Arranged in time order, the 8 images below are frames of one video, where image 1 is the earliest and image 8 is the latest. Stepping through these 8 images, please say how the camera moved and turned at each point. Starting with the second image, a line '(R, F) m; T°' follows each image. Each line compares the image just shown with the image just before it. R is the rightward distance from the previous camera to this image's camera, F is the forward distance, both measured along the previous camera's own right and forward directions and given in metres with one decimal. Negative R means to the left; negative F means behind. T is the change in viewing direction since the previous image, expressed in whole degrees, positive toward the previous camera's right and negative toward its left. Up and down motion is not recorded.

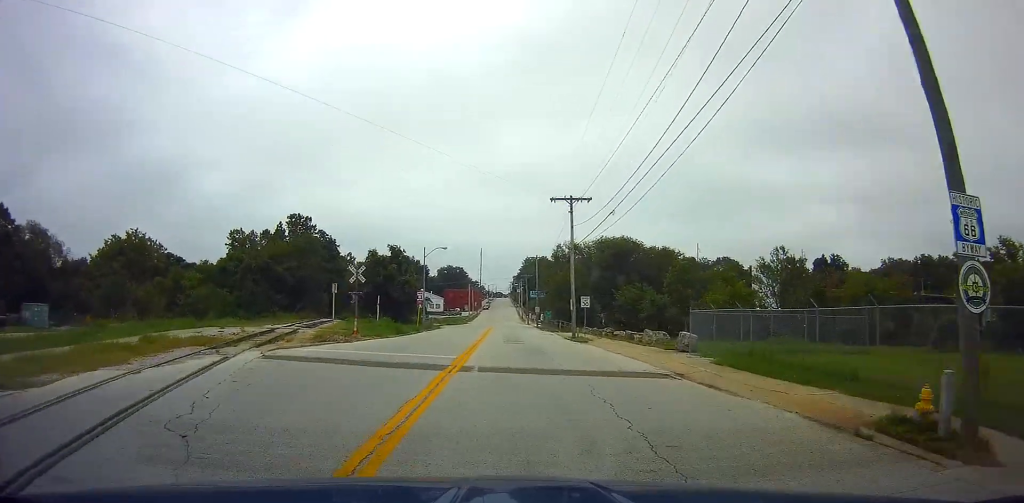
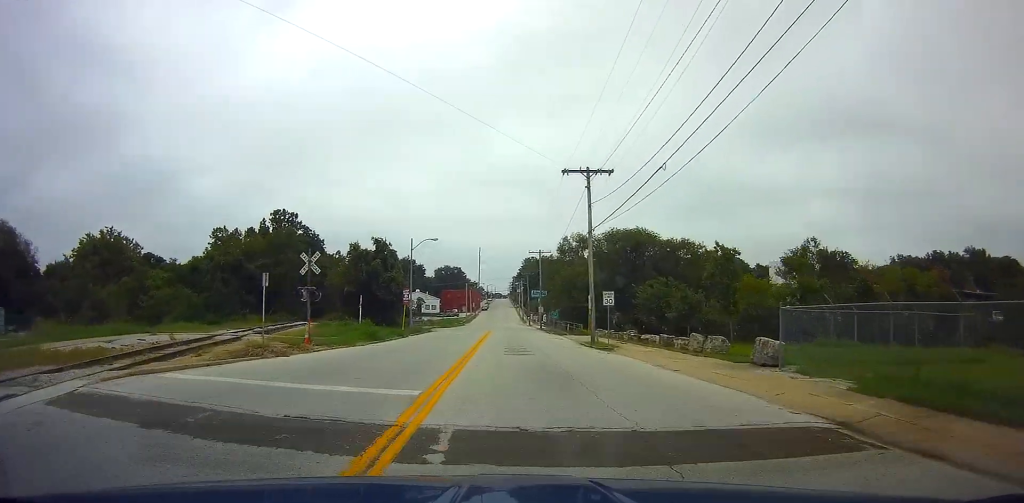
(-0.1, +8.9) m; 0°
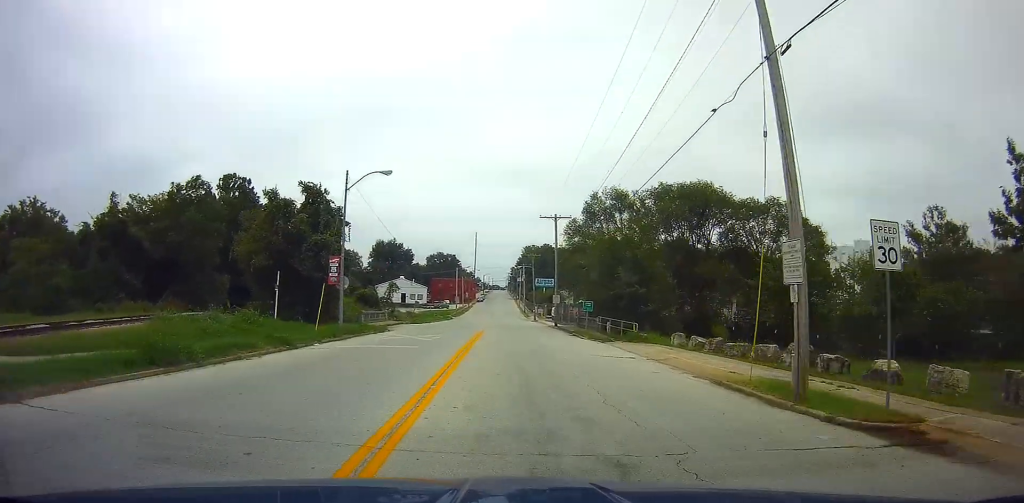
(+0.2, +24.1) m; -2°
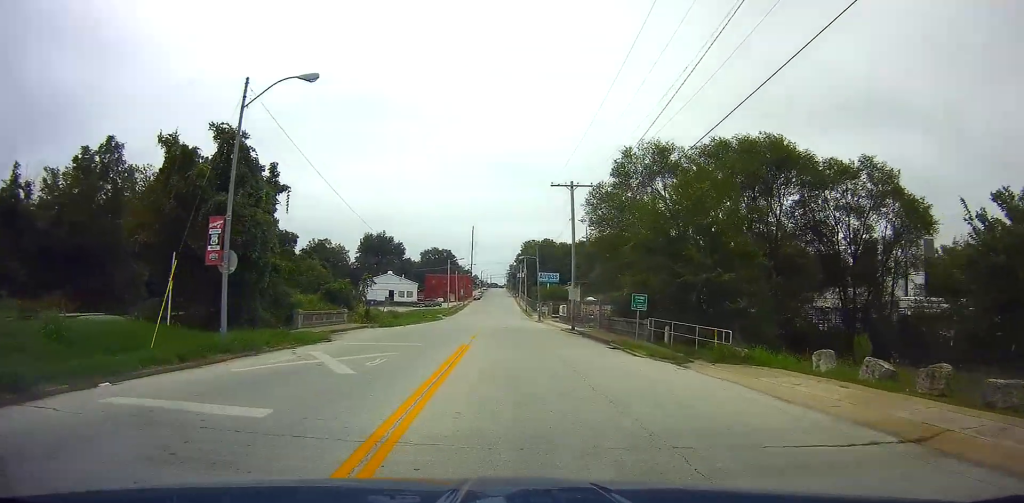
(-0.4, +13.9) m; -1°
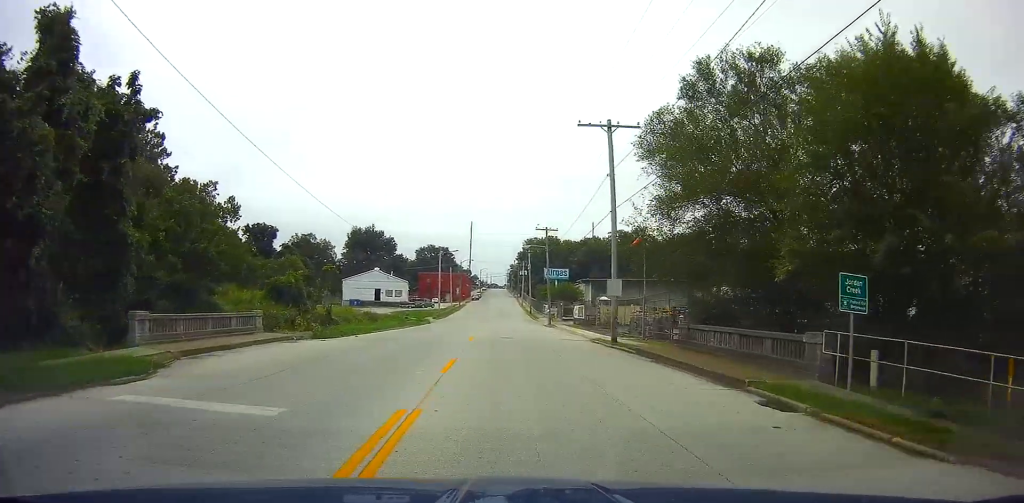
(-0.1, +14.7) m; +2°
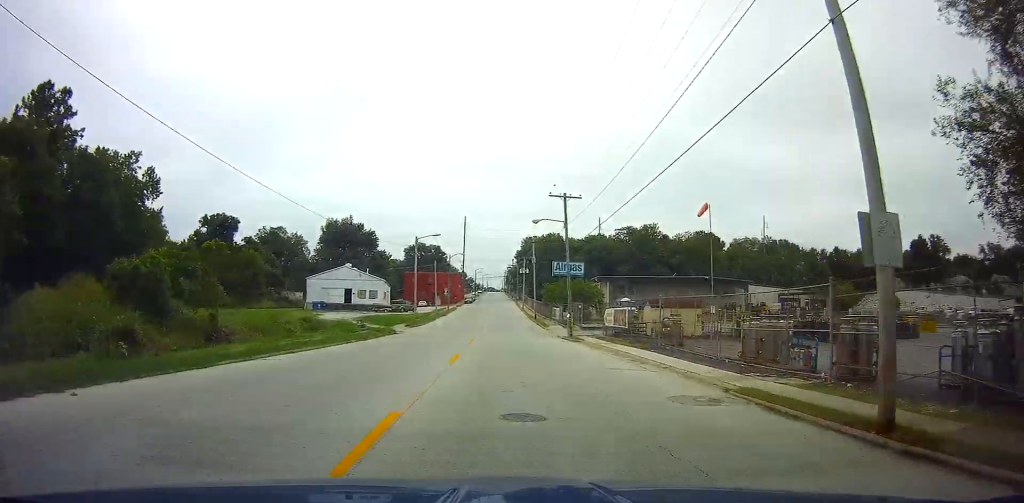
(+1.0, +20.1) m; 0°
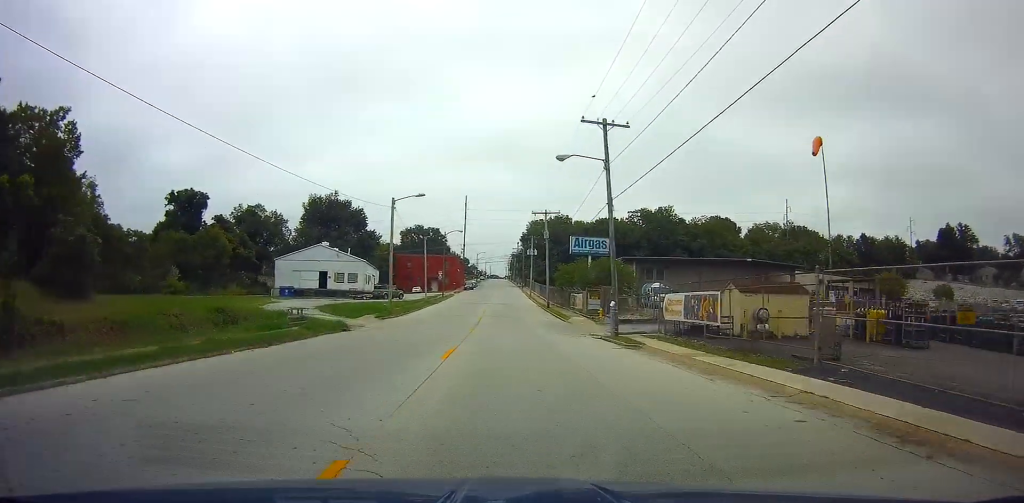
(-0.6, +15.0) m; -1°
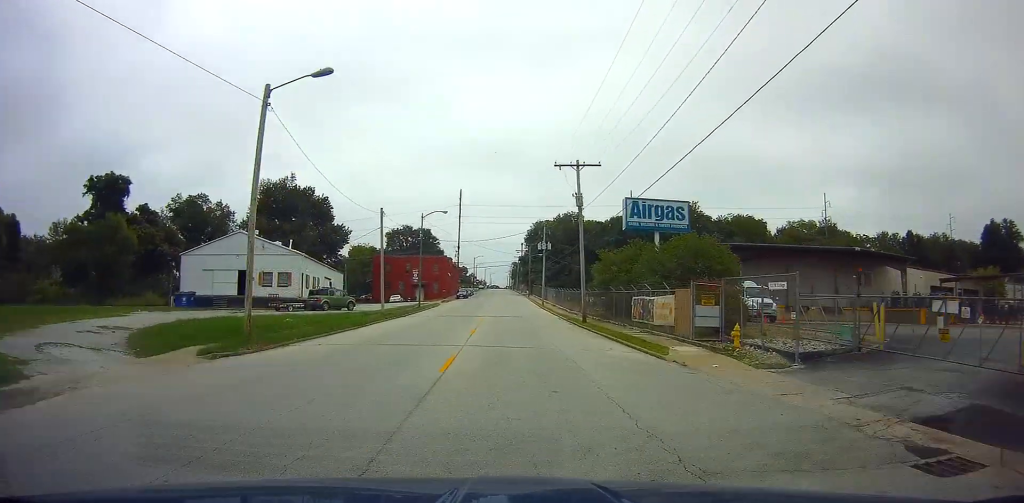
(0.0, +25.7) m; 0°
